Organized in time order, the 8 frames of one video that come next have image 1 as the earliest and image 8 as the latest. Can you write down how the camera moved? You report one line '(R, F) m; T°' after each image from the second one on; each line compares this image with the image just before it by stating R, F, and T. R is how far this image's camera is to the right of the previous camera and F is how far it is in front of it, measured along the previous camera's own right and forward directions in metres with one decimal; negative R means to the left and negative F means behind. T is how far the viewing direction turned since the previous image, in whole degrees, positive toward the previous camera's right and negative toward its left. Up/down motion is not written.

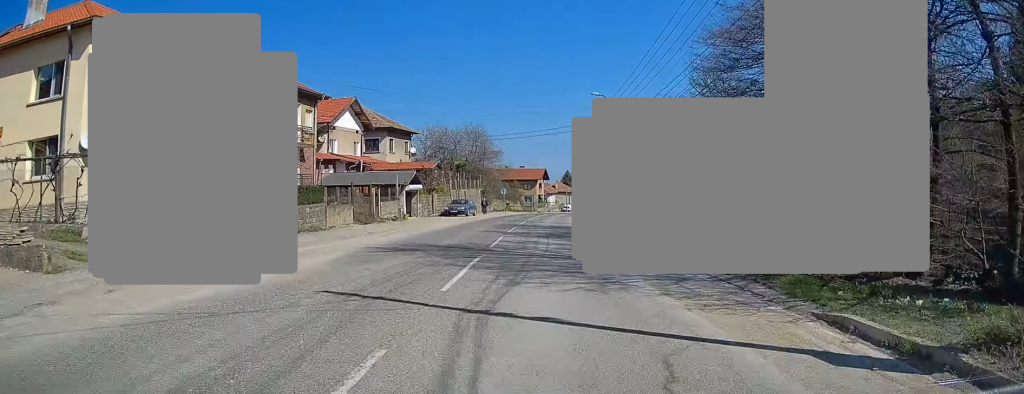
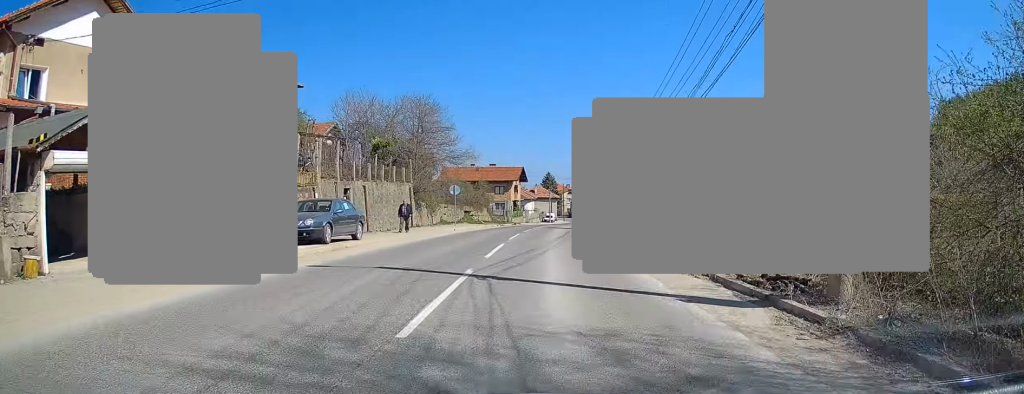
(+0.7, +30.1) m; +3°
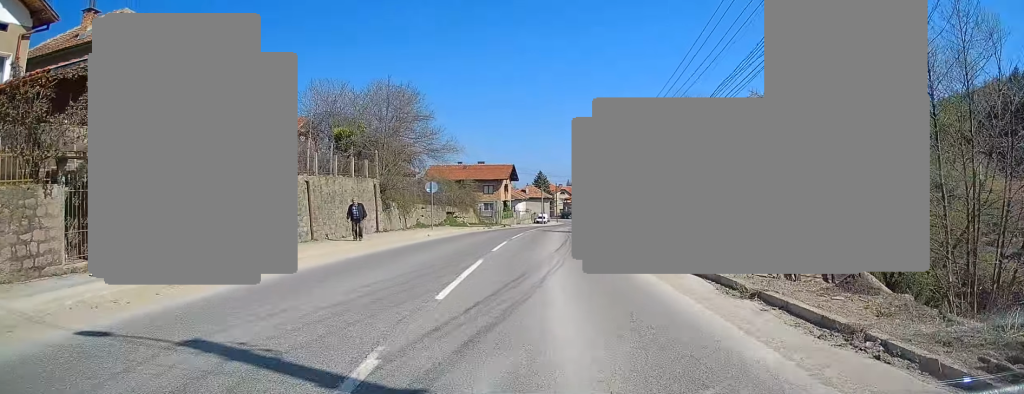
(+0.1, +6.6) m; 0°
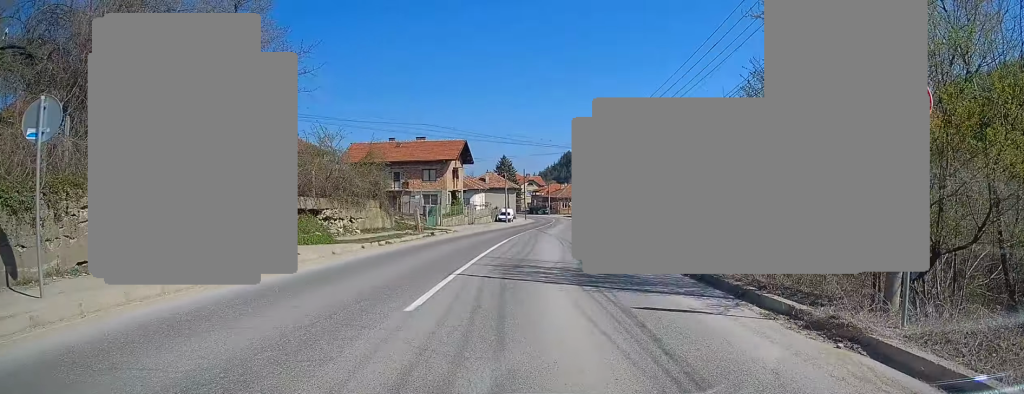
(+0.4, +28.2) m; +2°
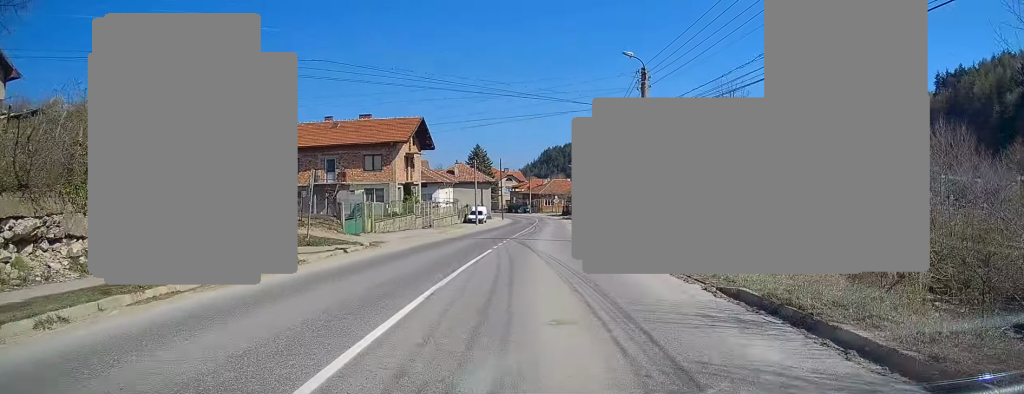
(+0.3, +16.8) m; +2°
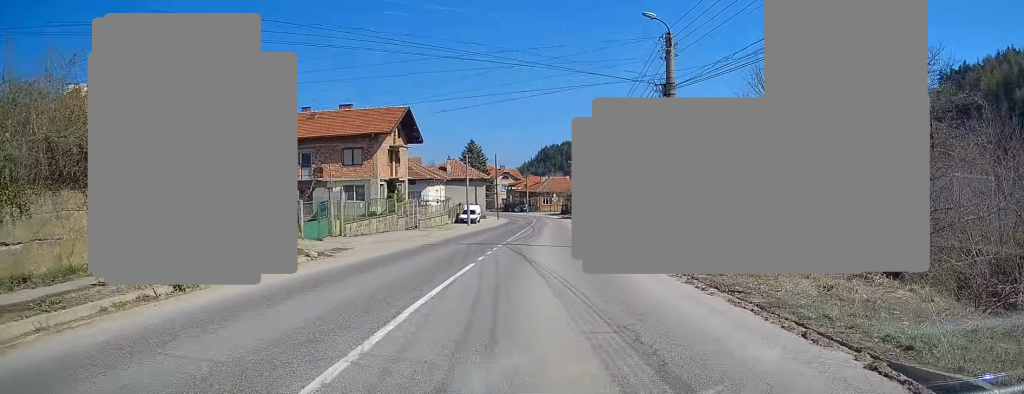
(0.0, +5.1) m; +1°
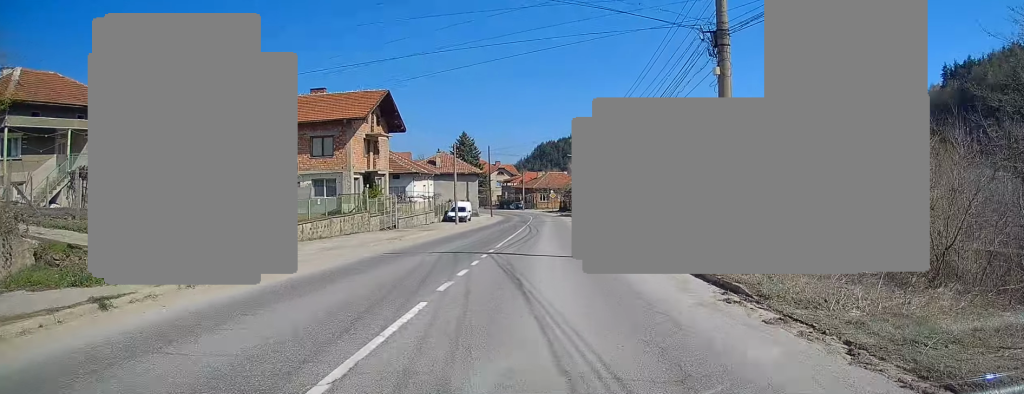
(0.0, +6.0) m; 0°
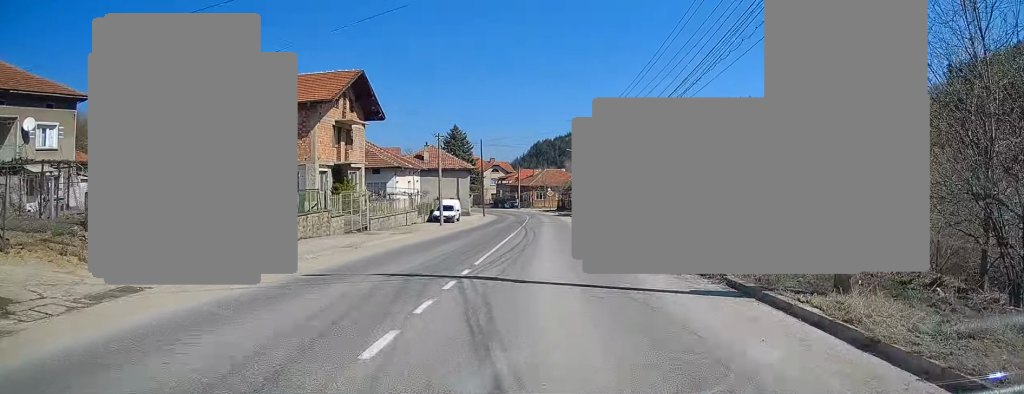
(0.0, +6.0) m; 0°
